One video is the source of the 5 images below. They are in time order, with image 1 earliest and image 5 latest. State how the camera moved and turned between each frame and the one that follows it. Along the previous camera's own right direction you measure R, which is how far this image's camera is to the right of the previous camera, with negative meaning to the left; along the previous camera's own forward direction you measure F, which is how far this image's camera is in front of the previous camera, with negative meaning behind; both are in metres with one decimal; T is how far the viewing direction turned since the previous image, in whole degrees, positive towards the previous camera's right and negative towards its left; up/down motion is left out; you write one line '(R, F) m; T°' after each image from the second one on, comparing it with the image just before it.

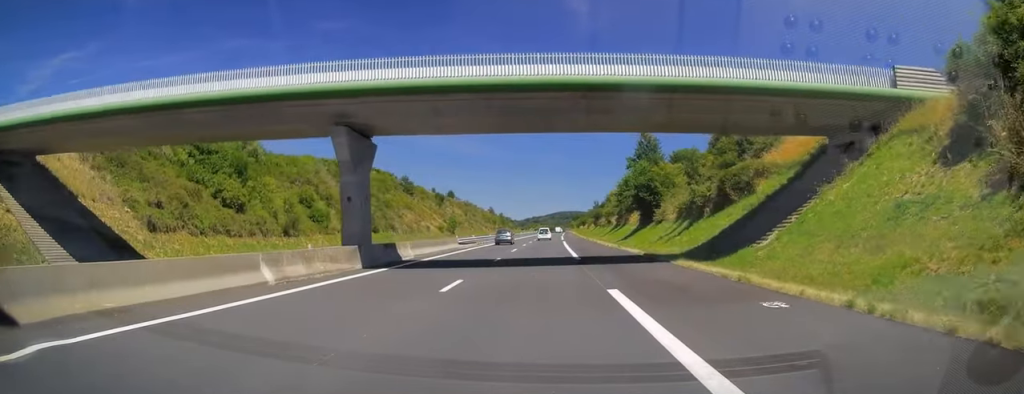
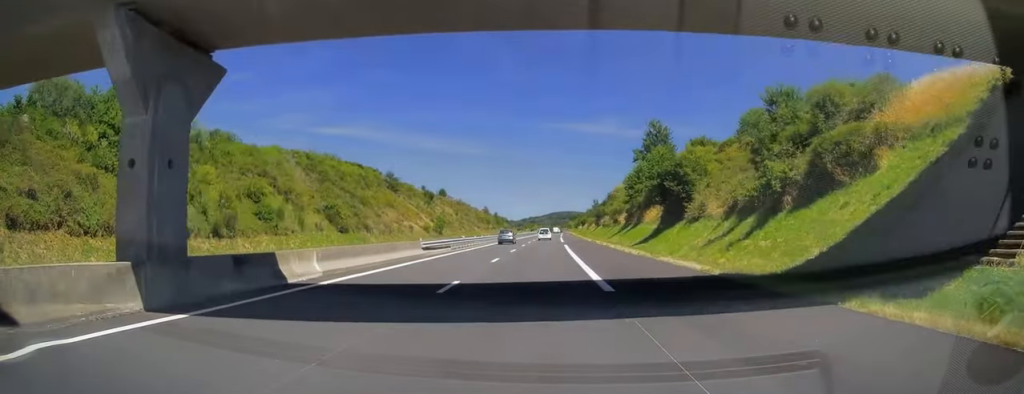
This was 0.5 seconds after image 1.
(+0.1, +13.3) m; 0°
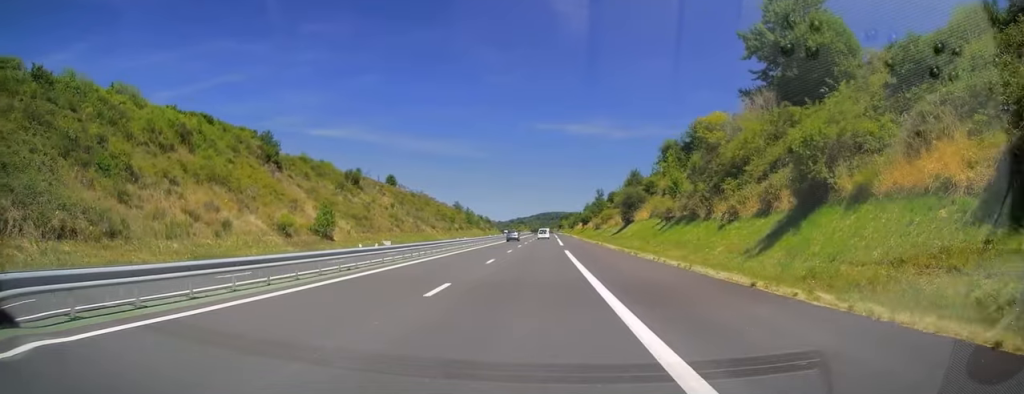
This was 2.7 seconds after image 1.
(+0.3, +66.1) m; +1°
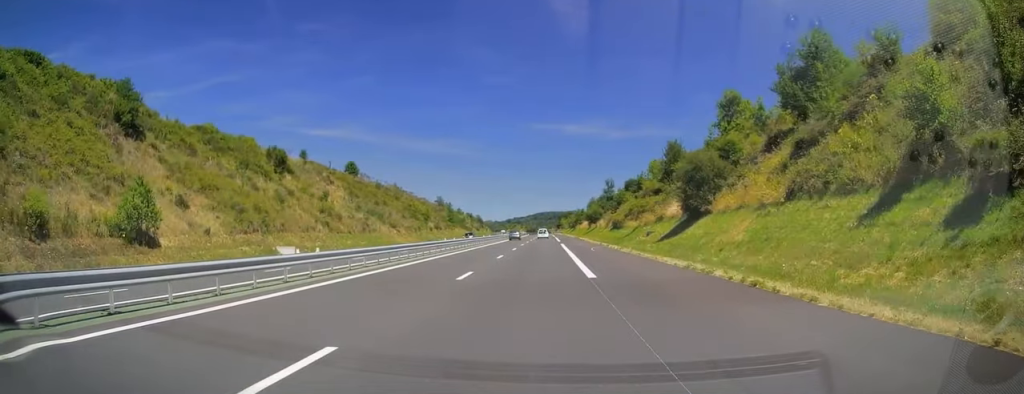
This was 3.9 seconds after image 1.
(+0.5, +35.0) m; +1°
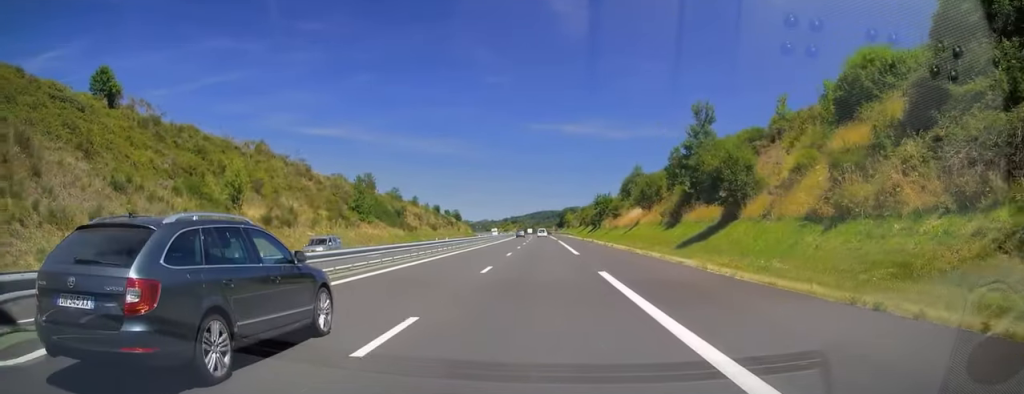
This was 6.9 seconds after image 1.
(0.0, +89.2) m; 0°
